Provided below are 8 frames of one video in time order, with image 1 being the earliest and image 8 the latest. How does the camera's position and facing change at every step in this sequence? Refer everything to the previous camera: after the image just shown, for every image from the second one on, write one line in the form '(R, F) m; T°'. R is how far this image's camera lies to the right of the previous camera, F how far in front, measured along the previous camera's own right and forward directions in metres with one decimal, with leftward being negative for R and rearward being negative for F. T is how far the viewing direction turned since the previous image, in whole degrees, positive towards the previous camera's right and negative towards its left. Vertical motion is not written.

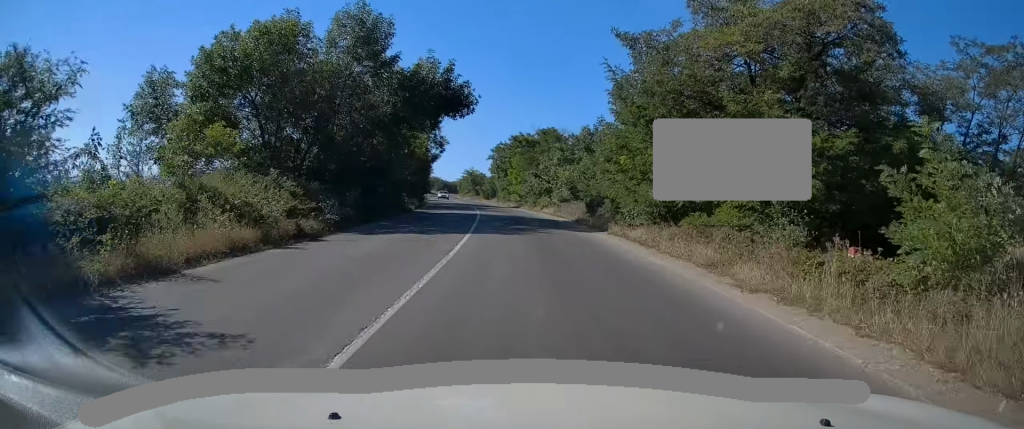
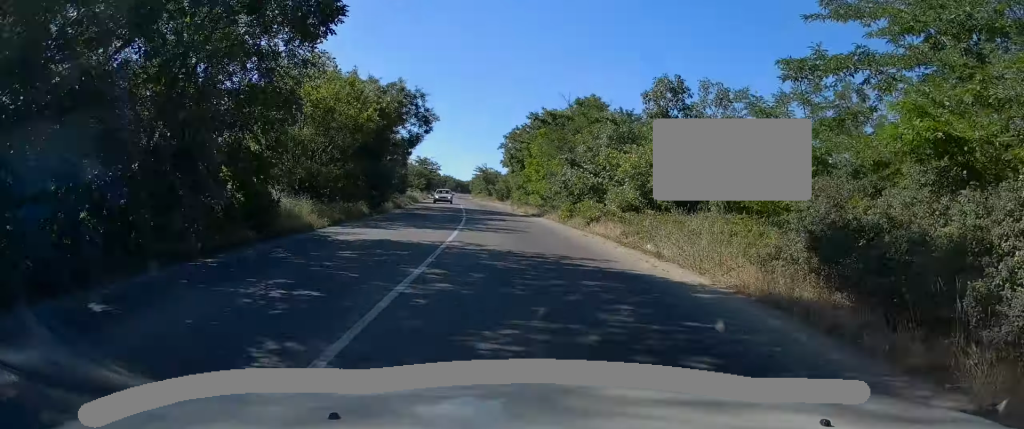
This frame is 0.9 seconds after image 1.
(-0.5, +19.4) m; -2°
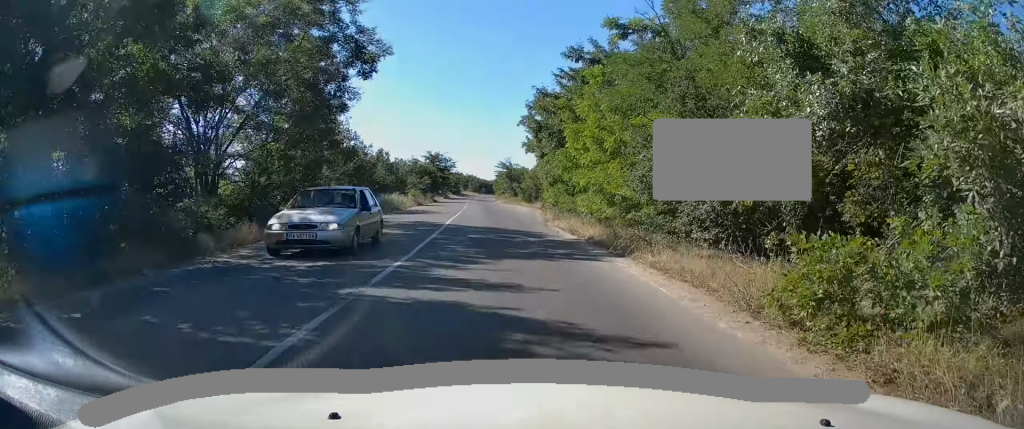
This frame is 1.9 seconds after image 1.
(-0.3, +20.9) m; -2°
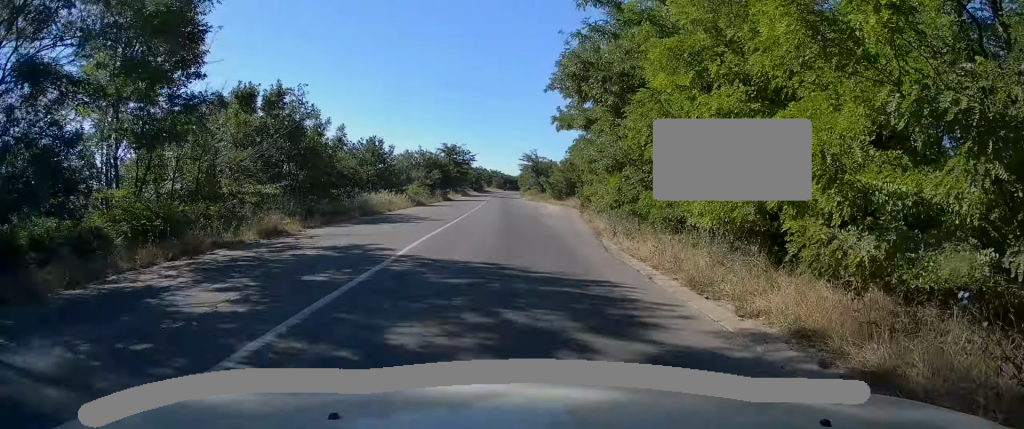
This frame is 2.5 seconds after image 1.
(-0.1, +11.9) m; -1°
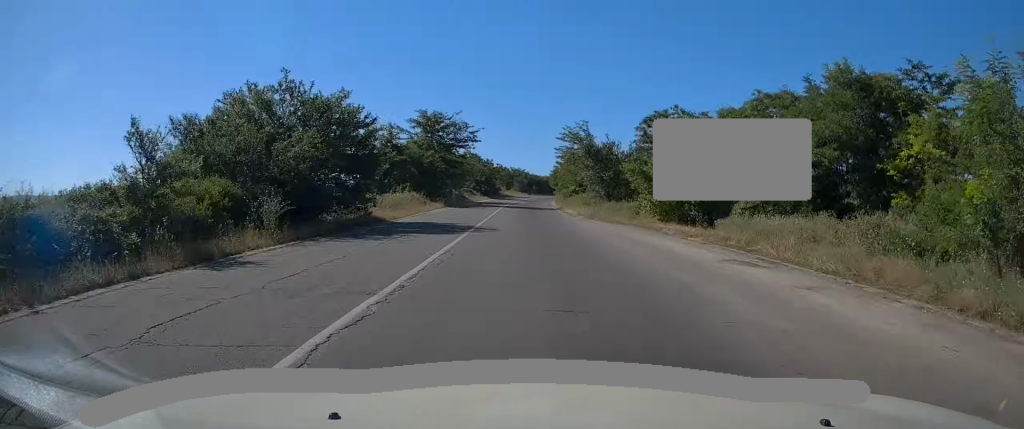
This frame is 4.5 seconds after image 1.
(-1.4, +43.4) m; -2°
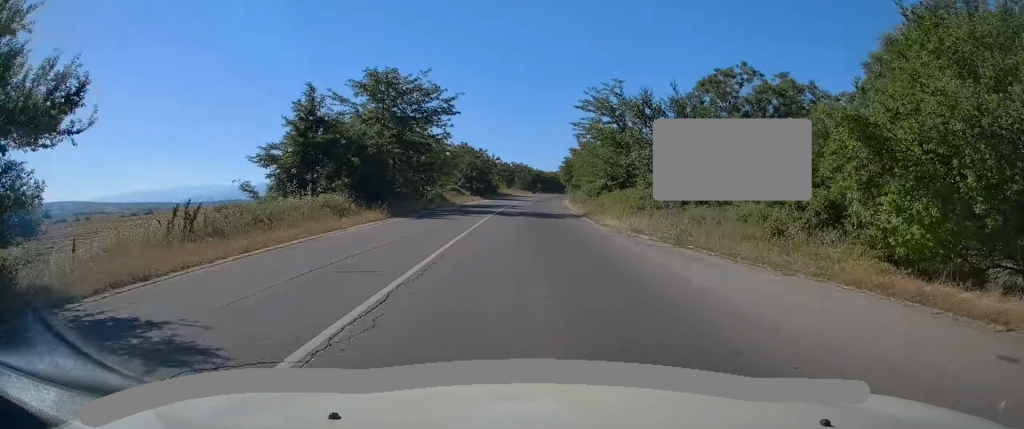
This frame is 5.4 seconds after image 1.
(0.0, +18.7) m; 0°
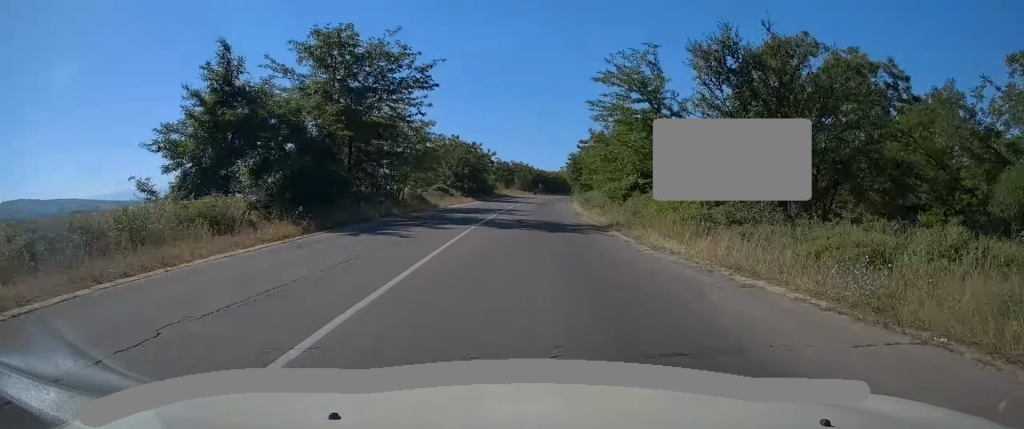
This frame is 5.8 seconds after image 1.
(0.0, +9.4) m; 0°
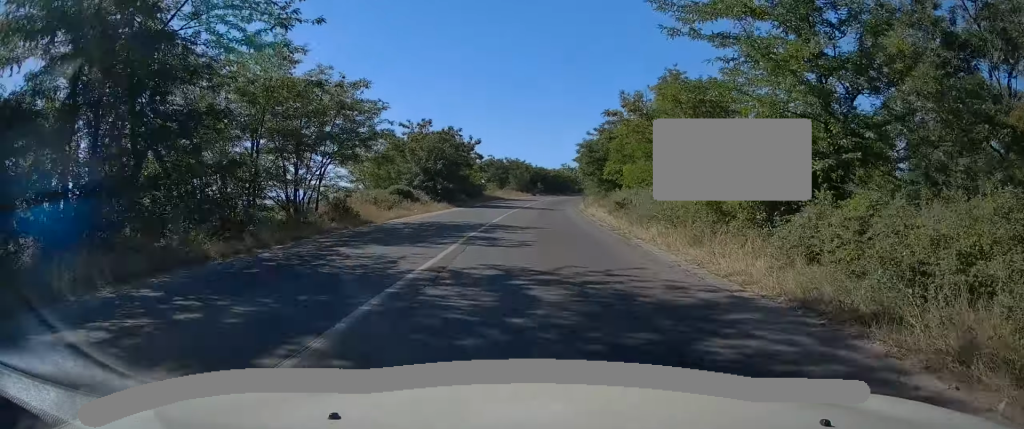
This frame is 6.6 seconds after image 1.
(0.0, +15.8) m; 0°
